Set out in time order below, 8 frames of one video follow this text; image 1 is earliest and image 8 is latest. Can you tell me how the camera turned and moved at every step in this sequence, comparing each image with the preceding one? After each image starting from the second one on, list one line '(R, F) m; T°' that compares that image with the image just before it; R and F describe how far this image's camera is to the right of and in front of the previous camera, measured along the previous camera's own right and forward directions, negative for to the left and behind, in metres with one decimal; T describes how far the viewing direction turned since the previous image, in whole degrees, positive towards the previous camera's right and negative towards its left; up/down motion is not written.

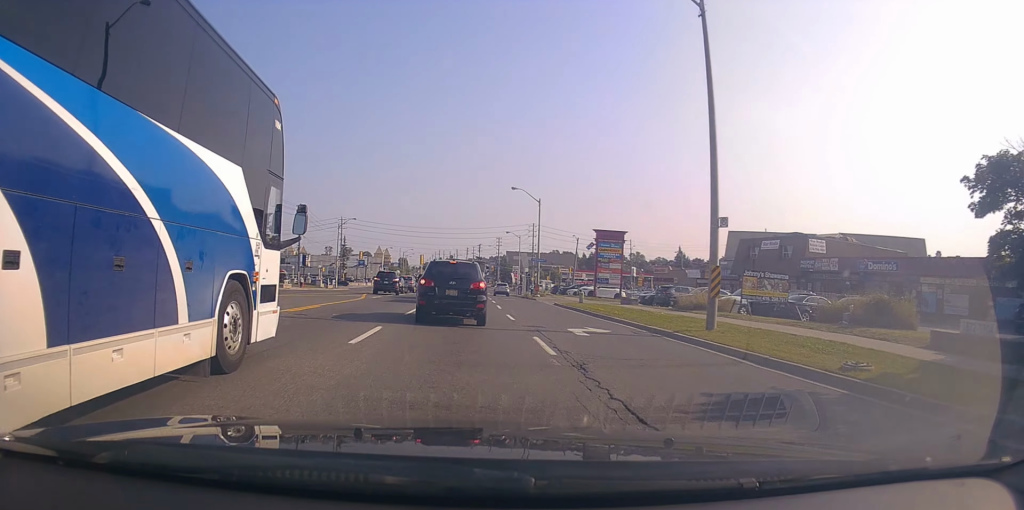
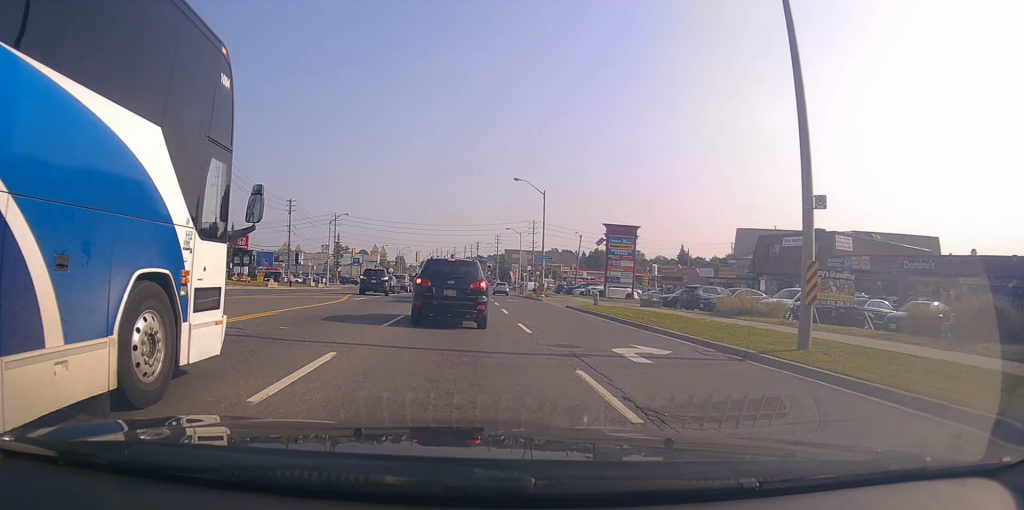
(-0.3, +5.0) m; 0°
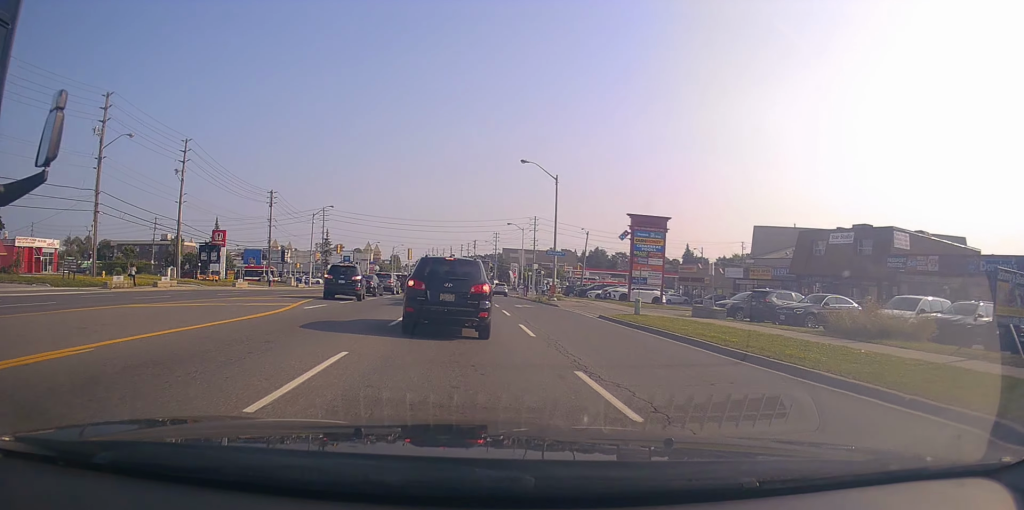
(+0.2, +9.0) m; 0°
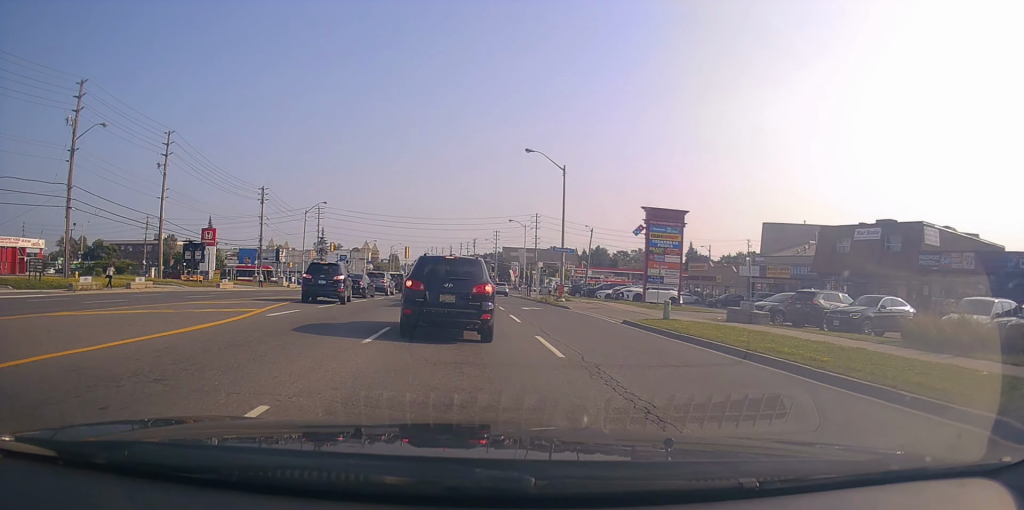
(-0.2, +4.0) m; 0°
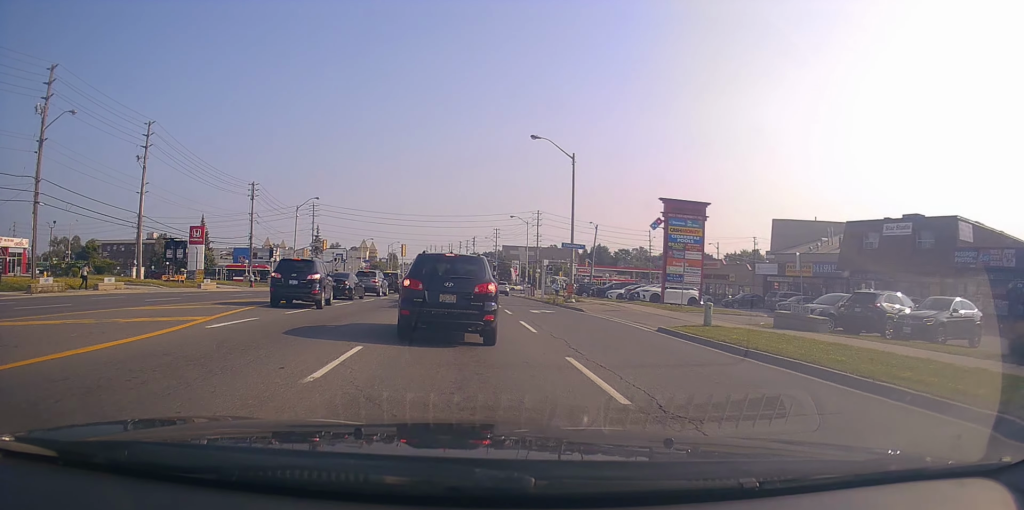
(-0.2, +4.2) m; 0°
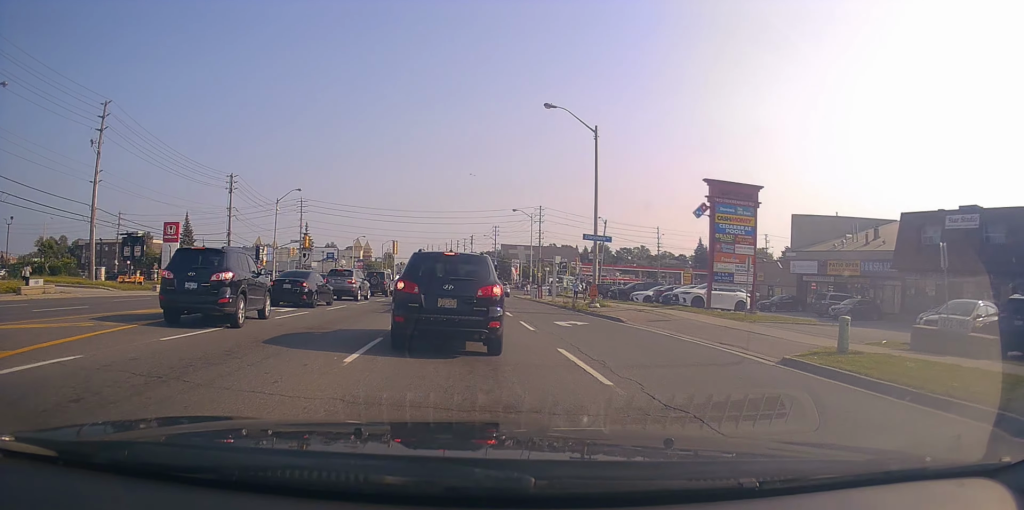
(+0.4, +8.0) m; +2°
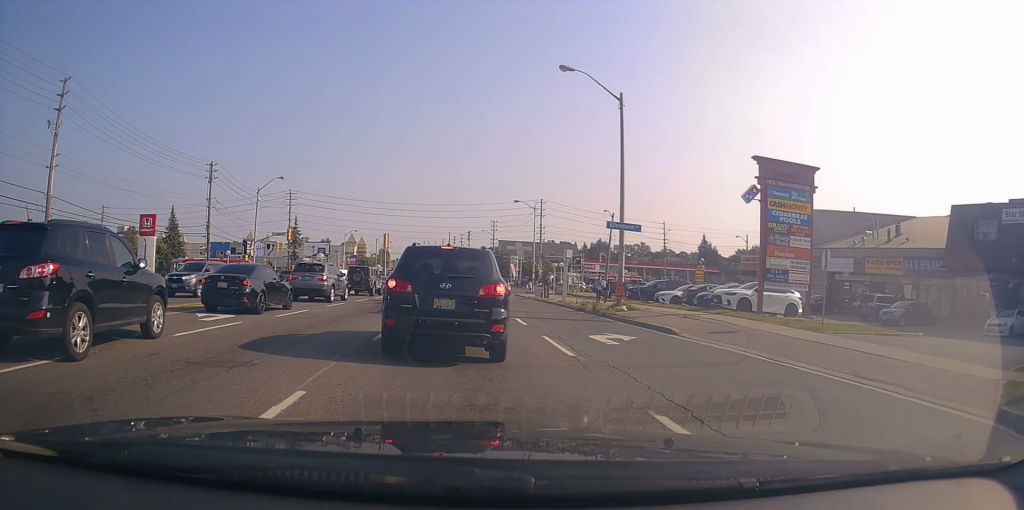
(-0.1, +6.3) m; -2°
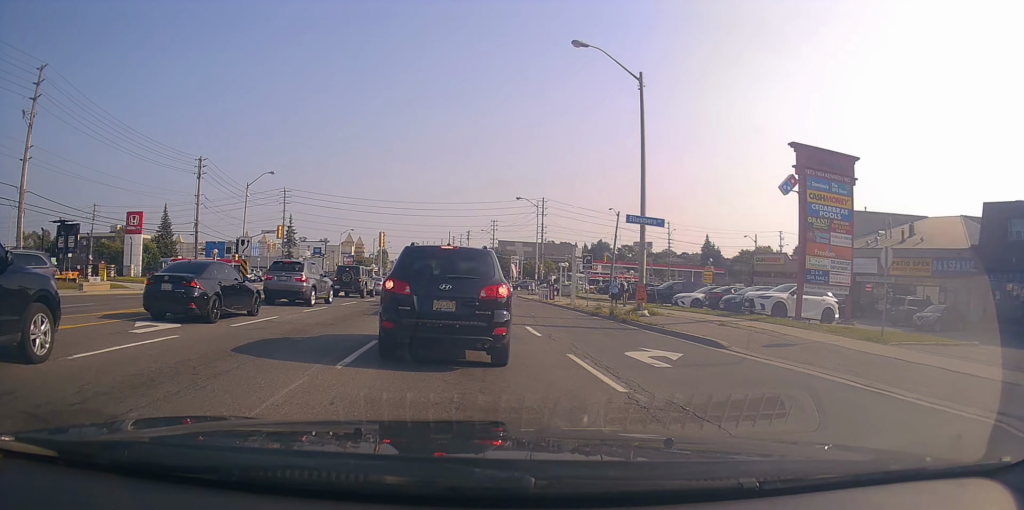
(0.0, +3.5) m; +1°
